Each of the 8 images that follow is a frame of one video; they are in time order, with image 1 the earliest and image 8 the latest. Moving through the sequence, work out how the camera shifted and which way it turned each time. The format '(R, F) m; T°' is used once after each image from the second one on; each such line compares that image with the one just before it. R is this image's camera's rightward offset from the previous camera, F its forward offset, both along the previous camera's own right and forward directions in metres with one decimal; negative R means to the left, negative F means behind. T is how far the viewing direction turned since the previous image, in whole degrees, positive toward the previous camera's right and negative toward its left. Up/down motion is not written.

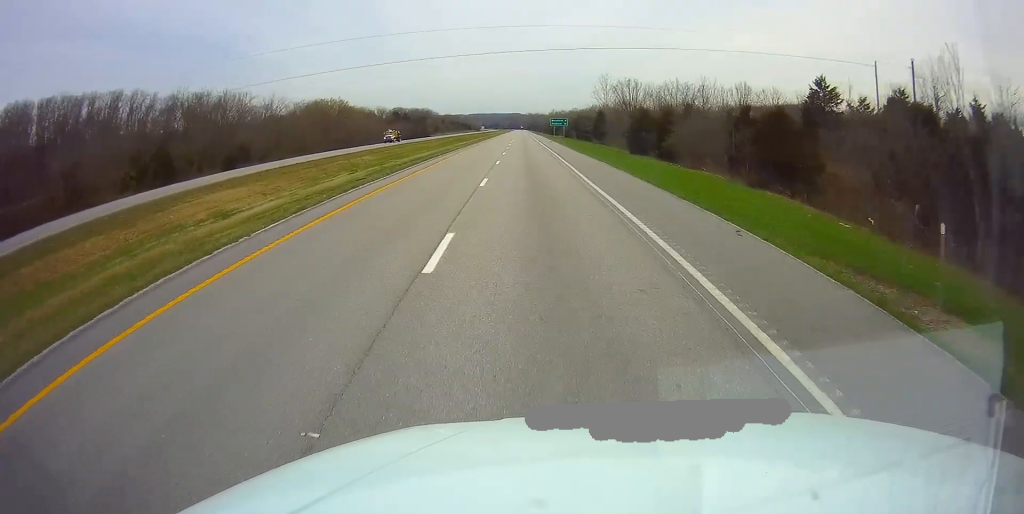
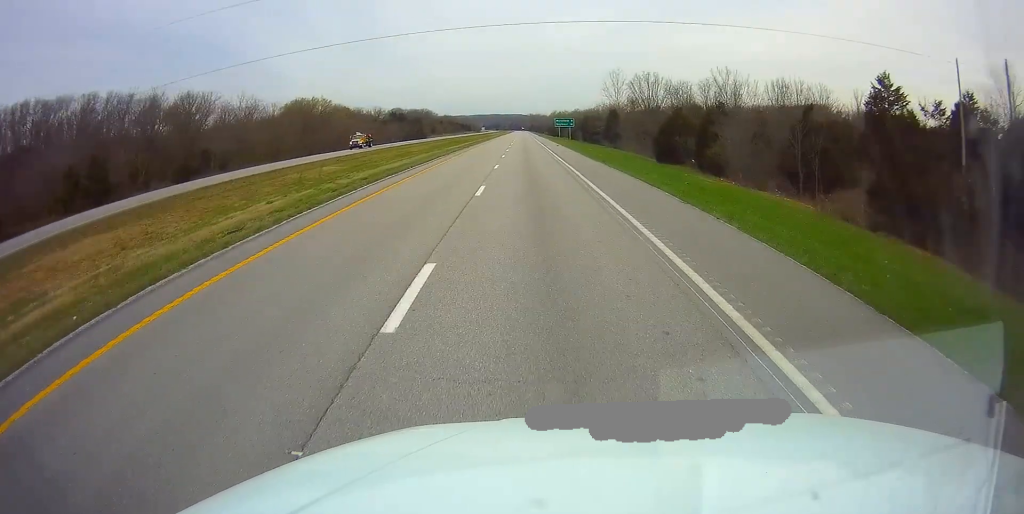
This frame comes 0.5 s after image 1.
(+0.1, +14.5) m; 0°
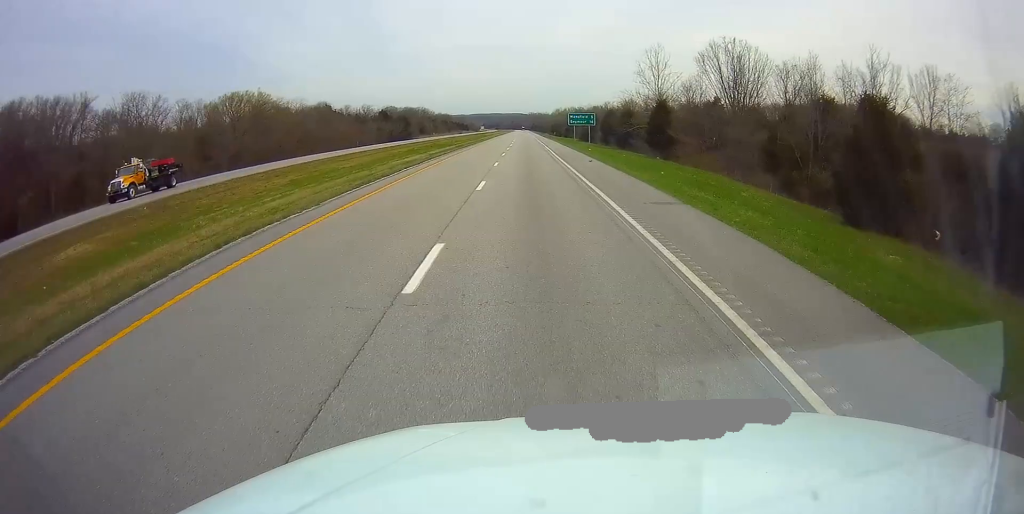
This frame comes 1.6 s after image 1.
(-0.1, +35.3) m; 0°
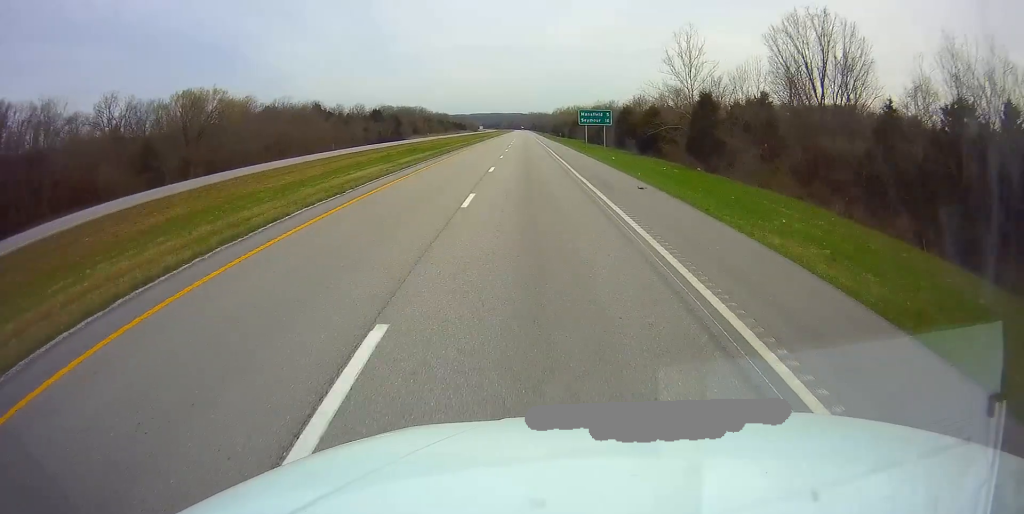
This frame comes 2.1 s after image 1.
(0.0, +16.6) m; 0°
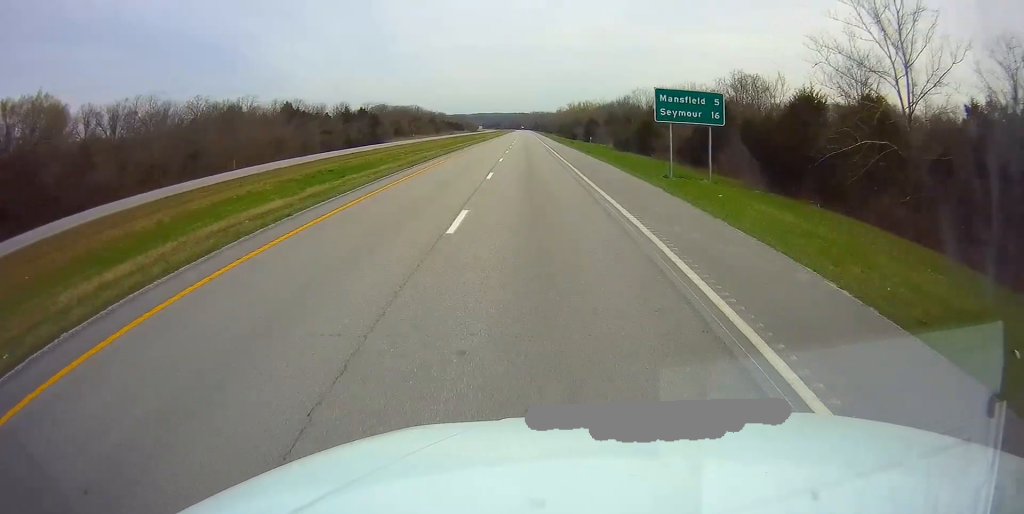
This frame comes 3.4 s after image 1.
(+0.2, +40.4) m; 0°
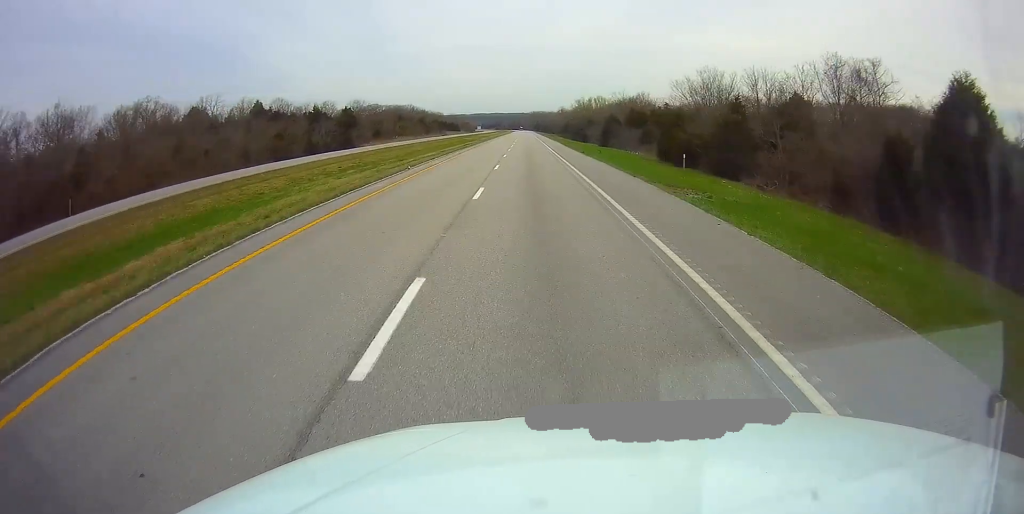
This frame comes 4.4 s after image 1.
(0.0, +31.0) m; 0°
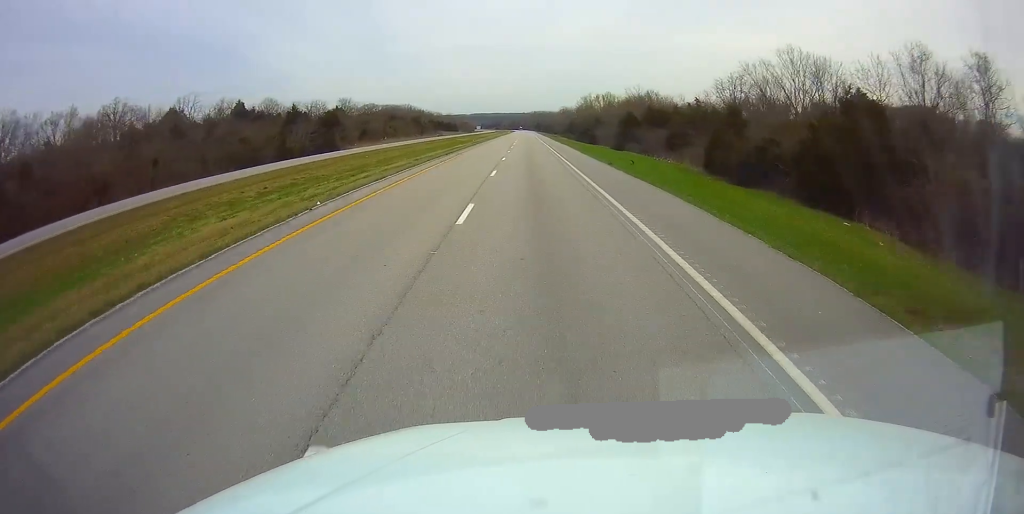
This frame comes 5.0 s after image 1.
(-0.1, +16.6) m; 0°
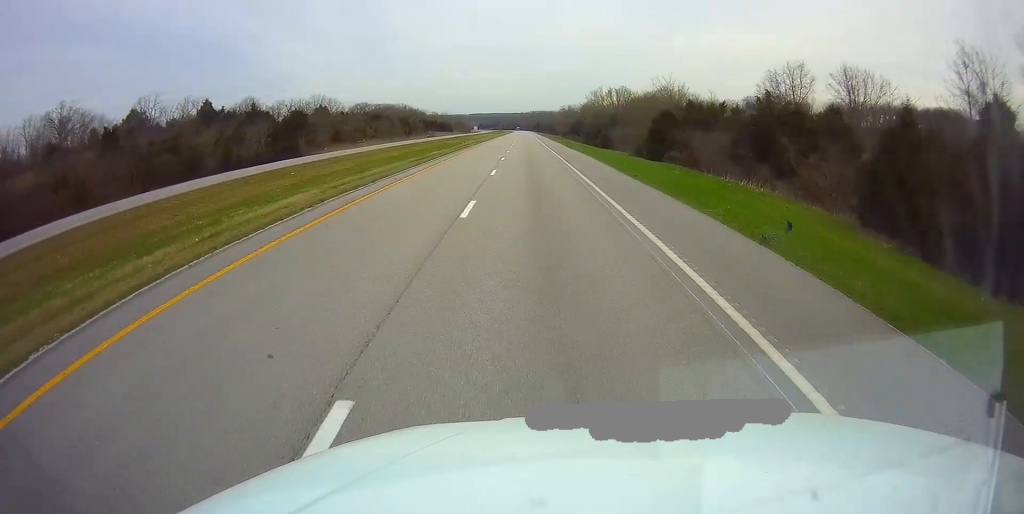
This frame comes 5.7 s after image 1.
(0.0, +23.8) m; 0°
